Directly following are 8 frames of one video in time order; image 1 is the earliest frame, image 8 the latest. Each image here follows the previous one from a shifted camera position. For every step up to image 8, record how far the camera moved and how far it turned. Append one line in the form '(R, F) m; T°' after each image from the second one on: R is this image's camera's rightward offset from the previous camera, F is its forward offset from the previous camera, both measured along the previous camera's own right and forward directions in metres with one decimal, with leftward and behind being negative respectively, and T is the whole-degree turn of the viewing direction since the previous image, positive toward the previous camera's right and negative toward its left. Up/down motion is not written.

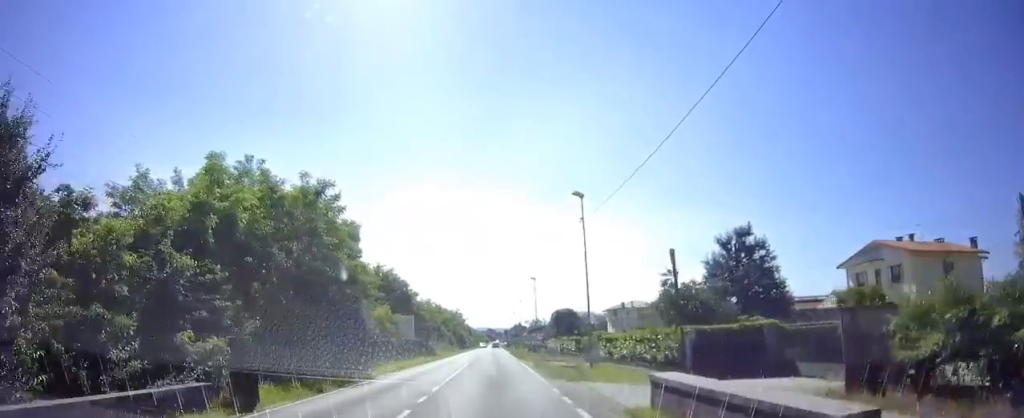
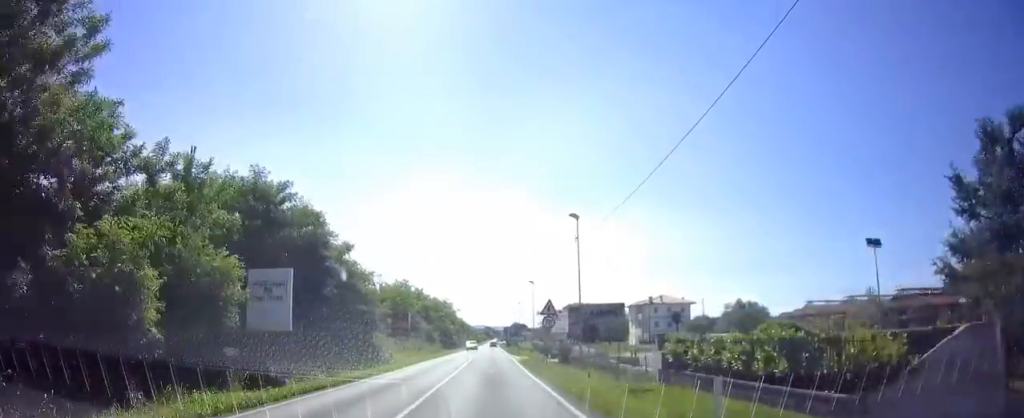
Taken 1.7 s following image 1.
(-0.2, +28.8) m; +1°
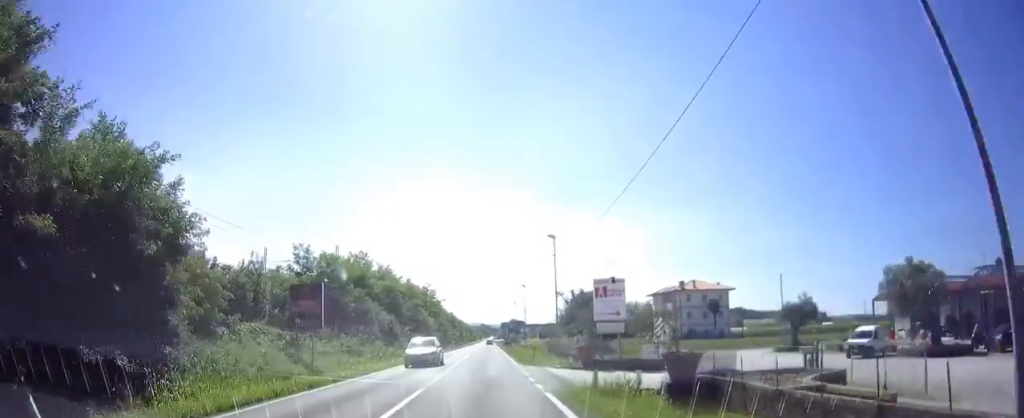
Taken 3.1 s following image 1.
(+0.2, +23.8) m; -1°
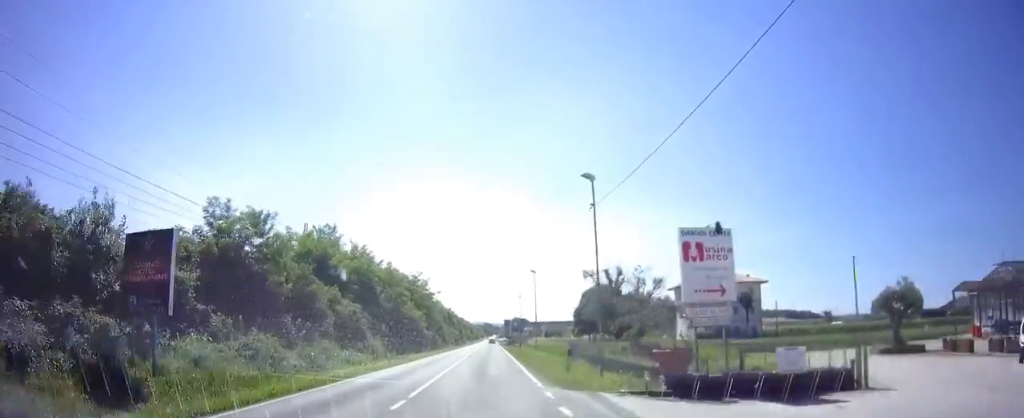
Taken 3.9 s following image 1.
(-0.2, +12.5) m; -1°
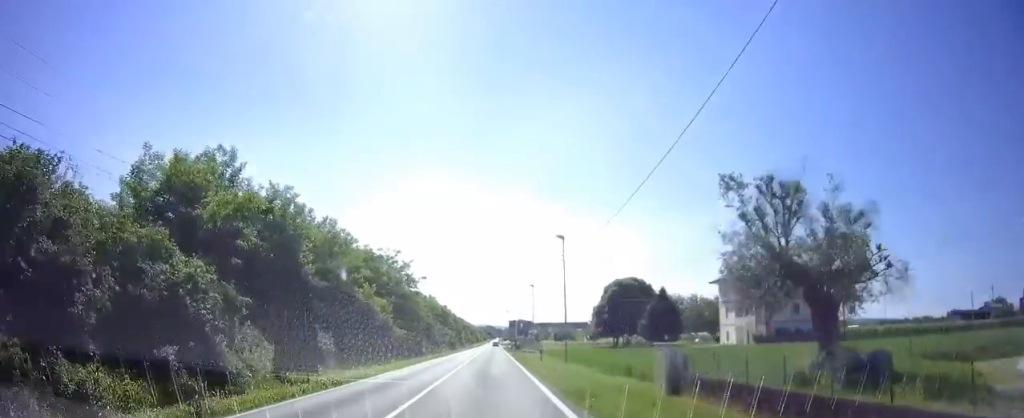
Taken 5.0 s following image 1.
(0.0, +20.0) m; 0°
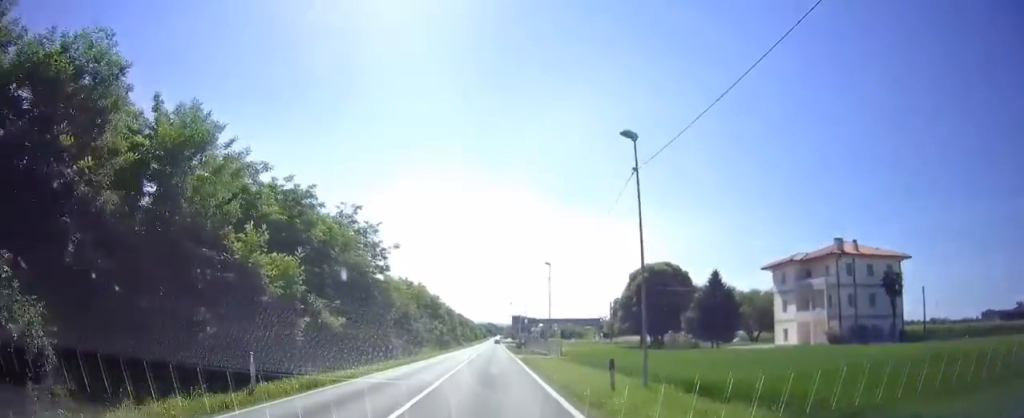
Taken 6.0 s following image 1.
(0.0, +16.1) m; 0°
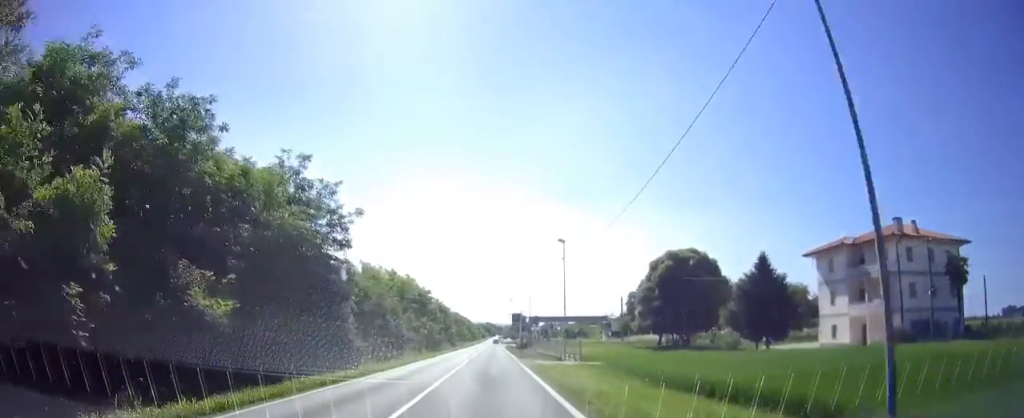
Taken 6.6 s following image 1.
(-0.1, +10.4) m; 0°
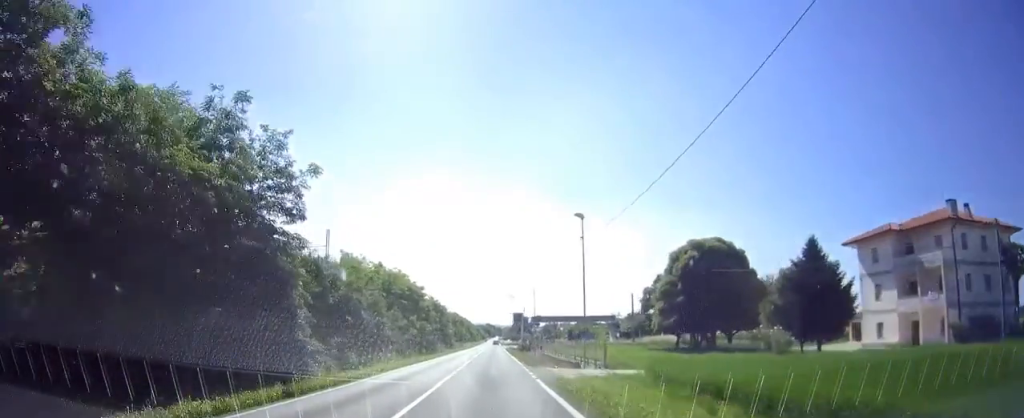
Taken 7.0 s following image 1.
(0.0, +7.5) m; 0°
